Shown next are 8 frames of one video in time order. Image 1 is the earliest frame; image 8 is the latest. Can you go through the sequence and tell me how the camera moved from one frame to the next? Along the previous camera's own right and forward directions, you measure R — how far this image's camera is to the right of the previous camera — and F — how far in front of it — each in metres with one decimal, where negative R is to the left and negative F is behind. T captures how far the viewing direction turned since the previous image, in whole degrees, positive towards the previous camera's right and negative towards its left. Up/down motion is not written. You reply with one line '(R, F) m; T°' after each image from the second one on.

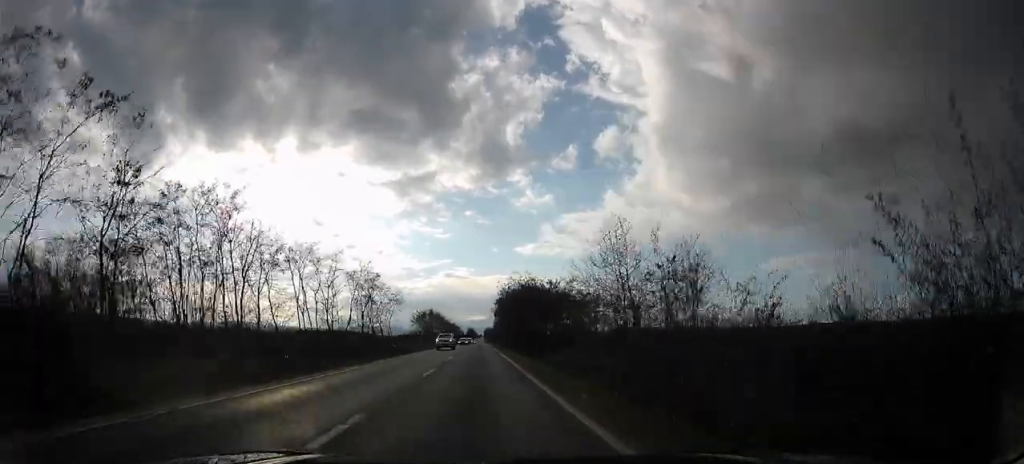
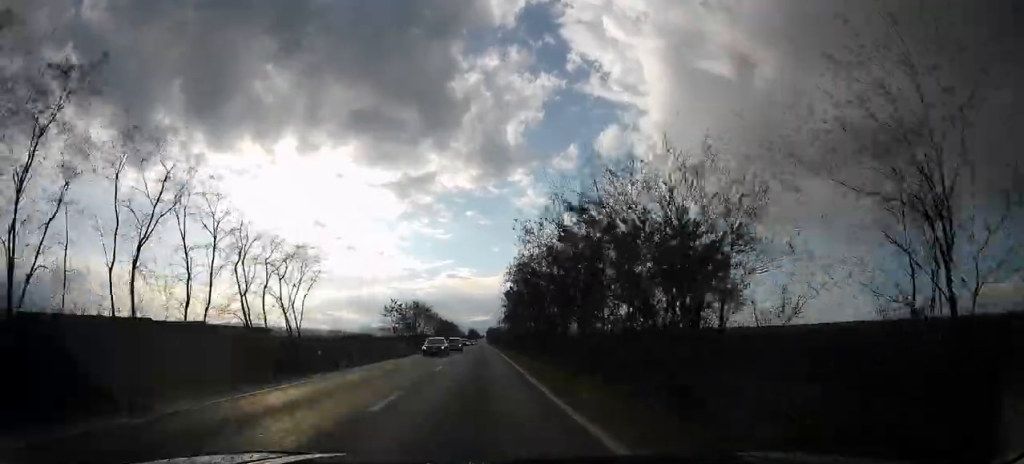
(+0.1, +32.0) m; 0°
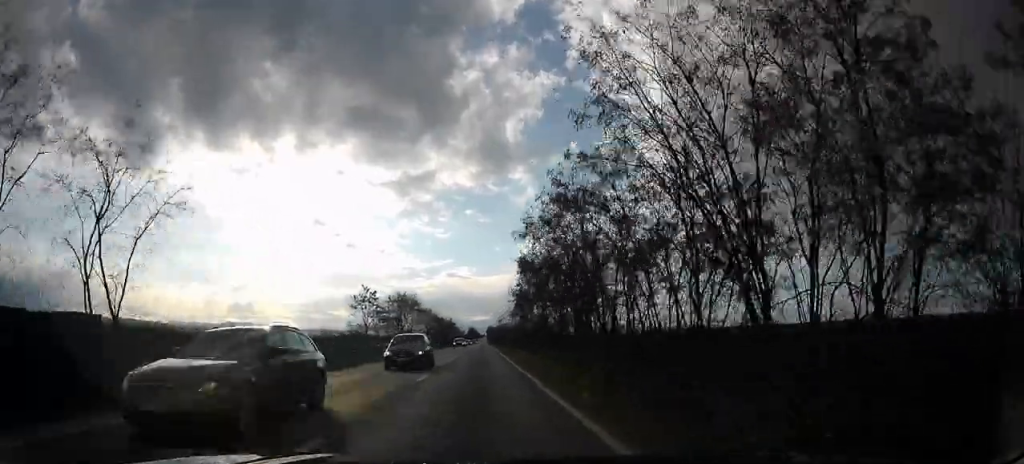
(0.0, +17.5) m; 0°
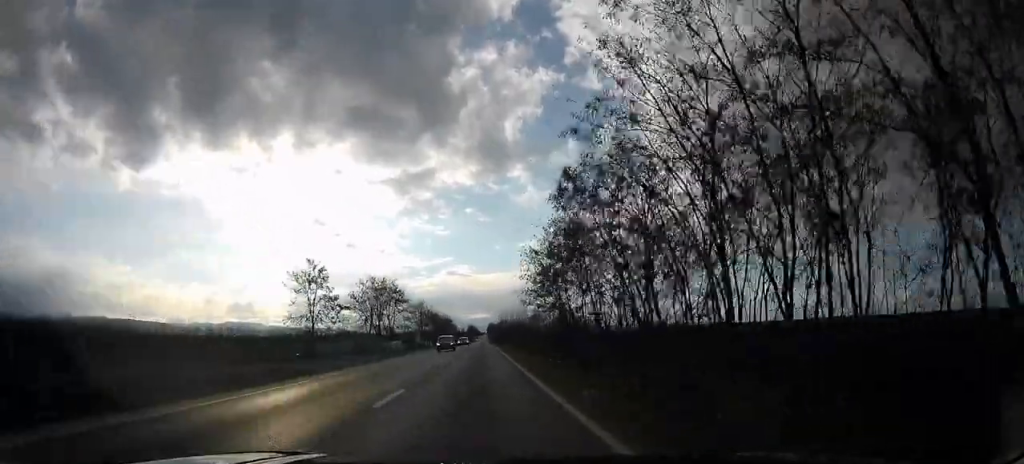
(0.0, +17.4) m; 0°
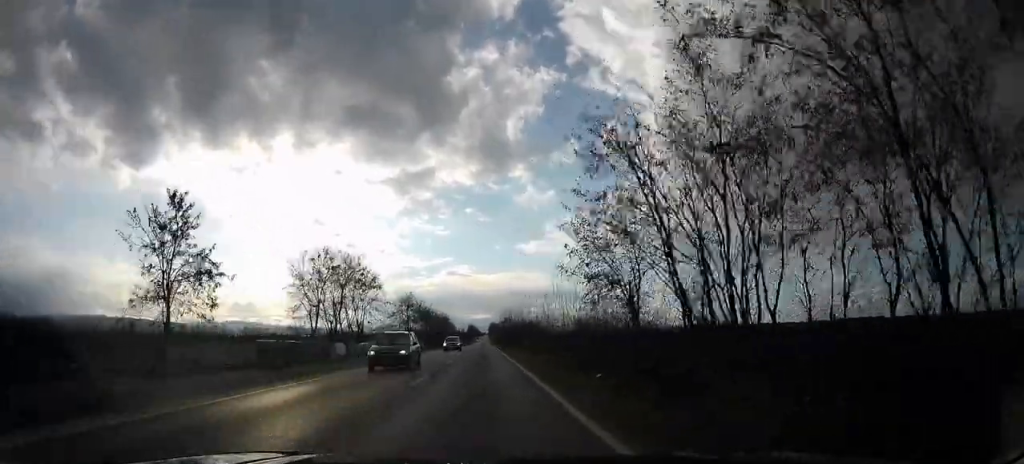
(-0.1, +18.5) m; 0°
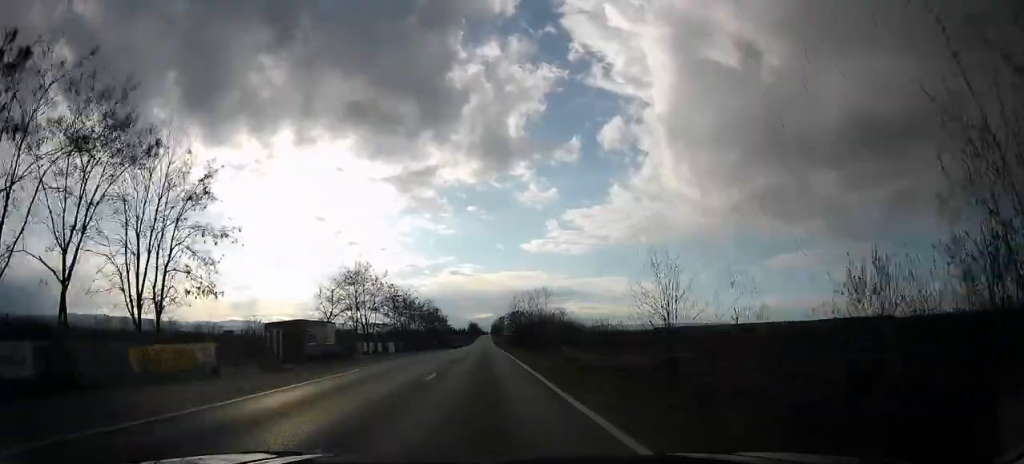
(-0.2, +34.1) m; 0°
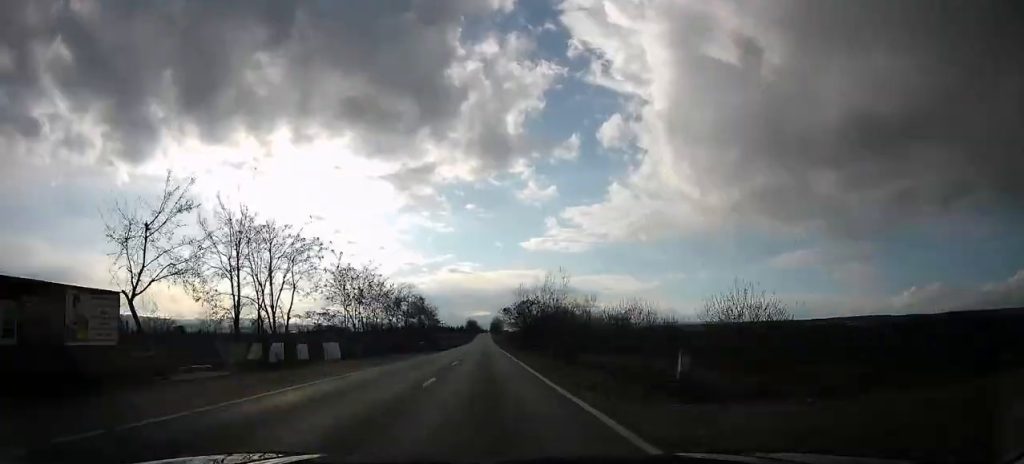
(0.0, +23.9) m; 0°
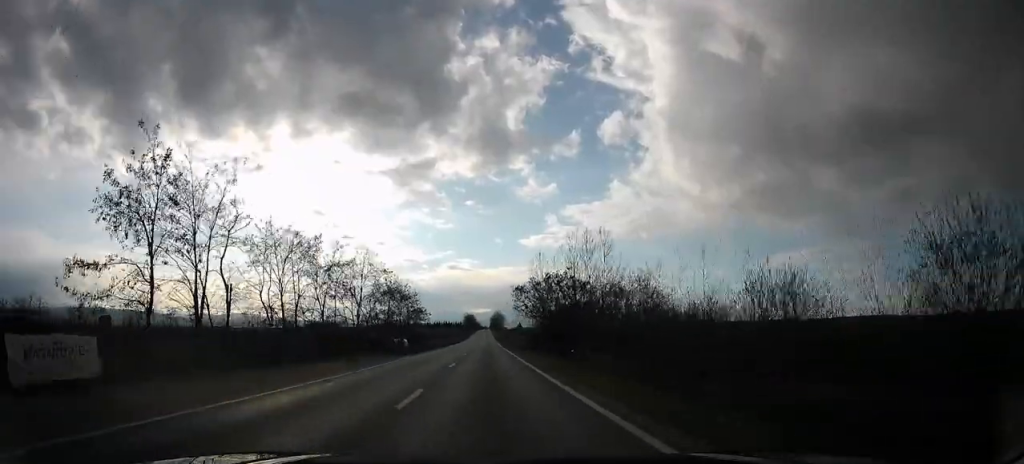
(0.0, +27.1) m; 0°
